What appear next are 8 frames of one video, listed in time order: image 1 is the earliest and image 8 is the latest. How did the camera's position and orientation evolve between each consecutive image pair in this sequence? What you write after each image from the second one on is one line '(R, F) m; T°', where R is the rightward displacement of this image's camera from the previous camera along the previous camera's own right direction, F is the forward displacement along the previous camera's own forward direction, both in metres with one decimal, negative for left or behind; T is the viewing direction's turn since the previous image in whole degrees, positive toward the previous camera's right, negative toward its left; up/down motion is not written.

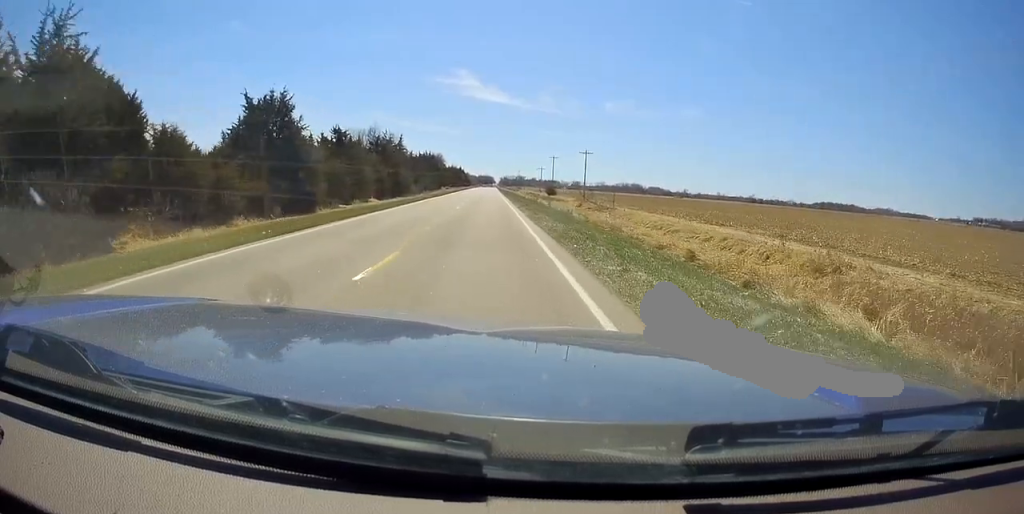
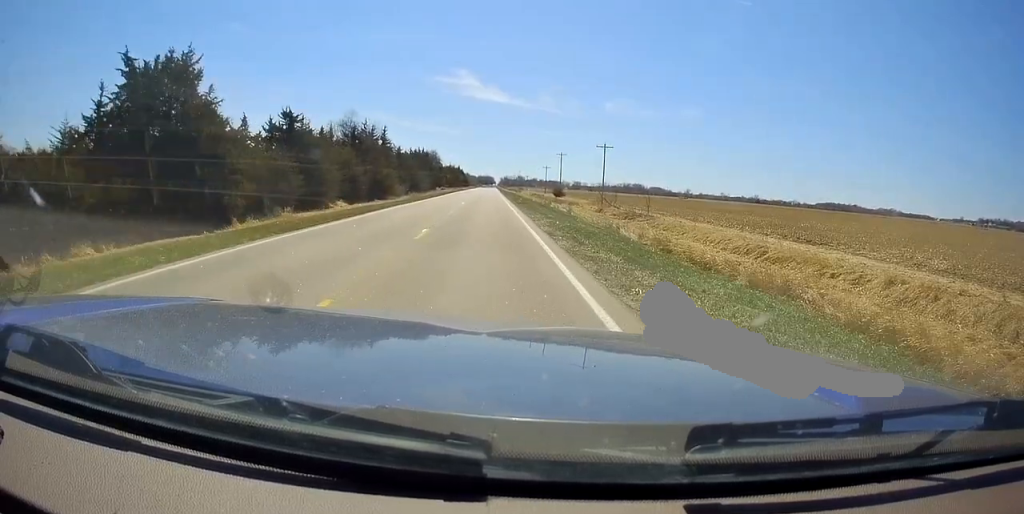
(-0.1, +17.1) m; 0°
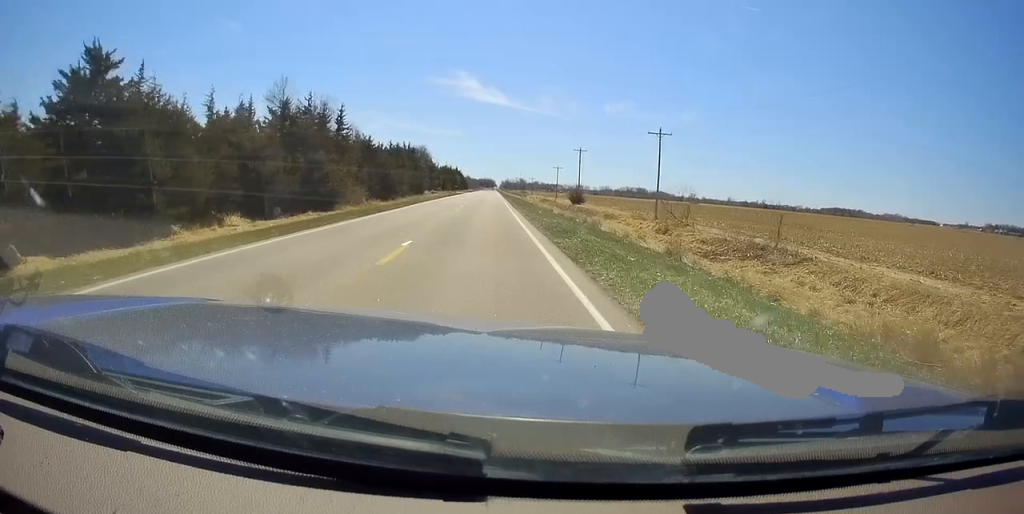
(+0.4, +27.9) m; 0°
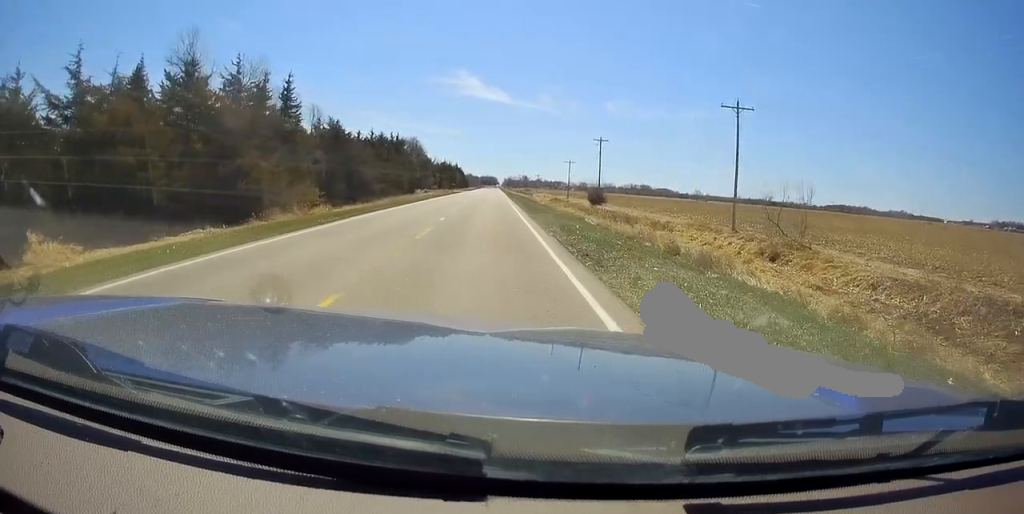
(0.0, +18.4) m; -1°
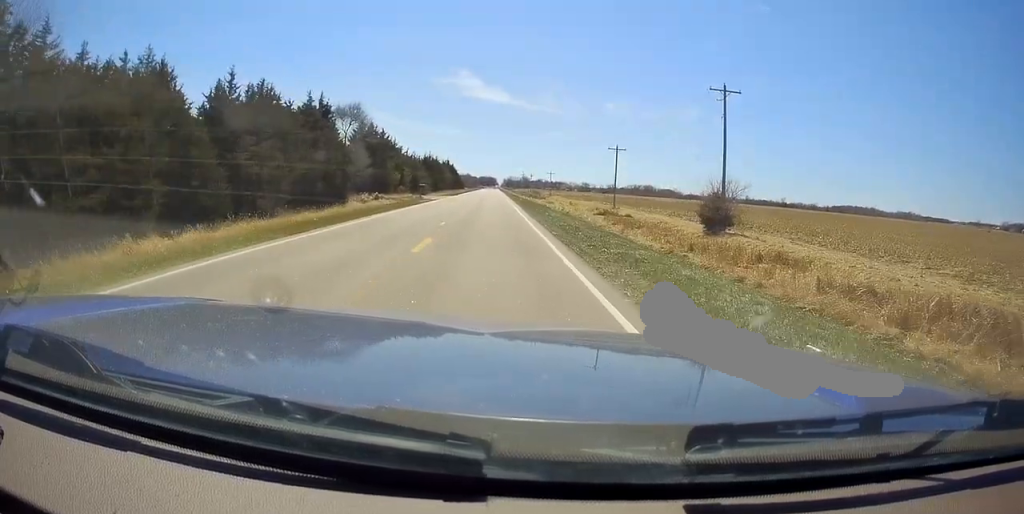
(0.0, +49.8) m; 0°
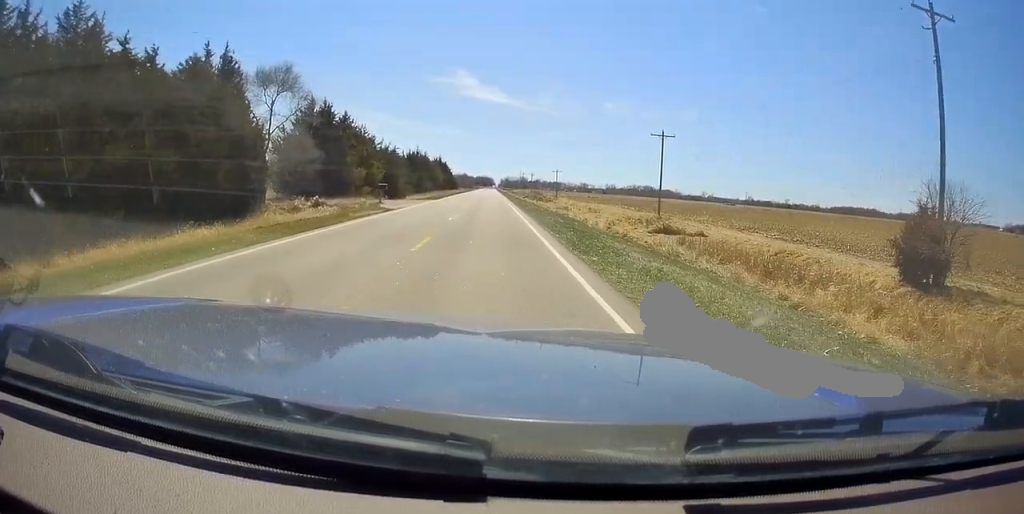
(-0.7, +23.4) m; 0°
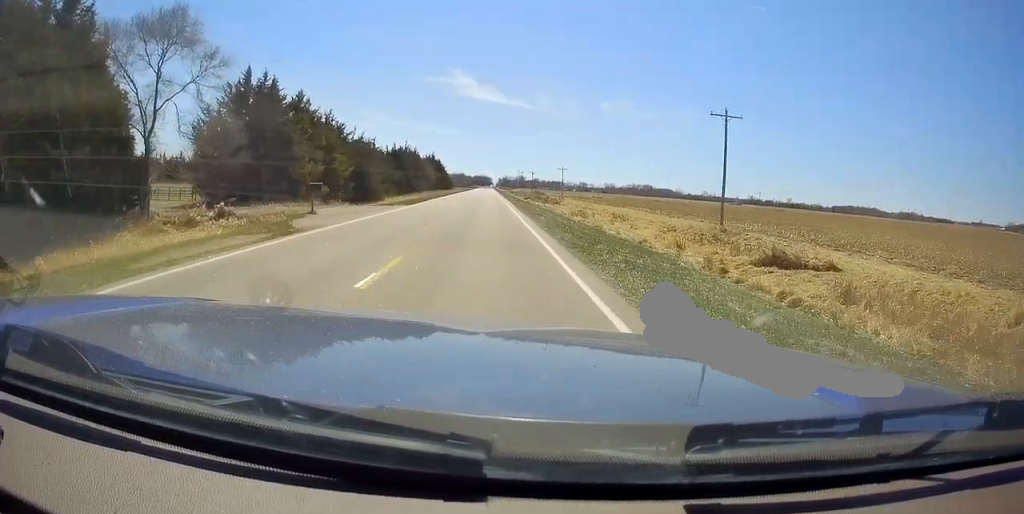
(+0.5, +16.9) m; +1°
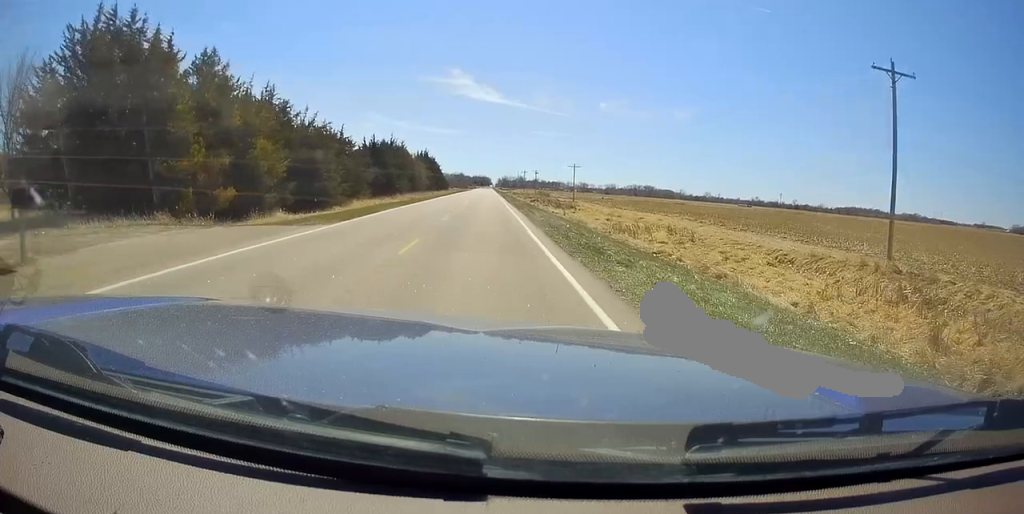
(+0.2, +19.5) m; 0°
